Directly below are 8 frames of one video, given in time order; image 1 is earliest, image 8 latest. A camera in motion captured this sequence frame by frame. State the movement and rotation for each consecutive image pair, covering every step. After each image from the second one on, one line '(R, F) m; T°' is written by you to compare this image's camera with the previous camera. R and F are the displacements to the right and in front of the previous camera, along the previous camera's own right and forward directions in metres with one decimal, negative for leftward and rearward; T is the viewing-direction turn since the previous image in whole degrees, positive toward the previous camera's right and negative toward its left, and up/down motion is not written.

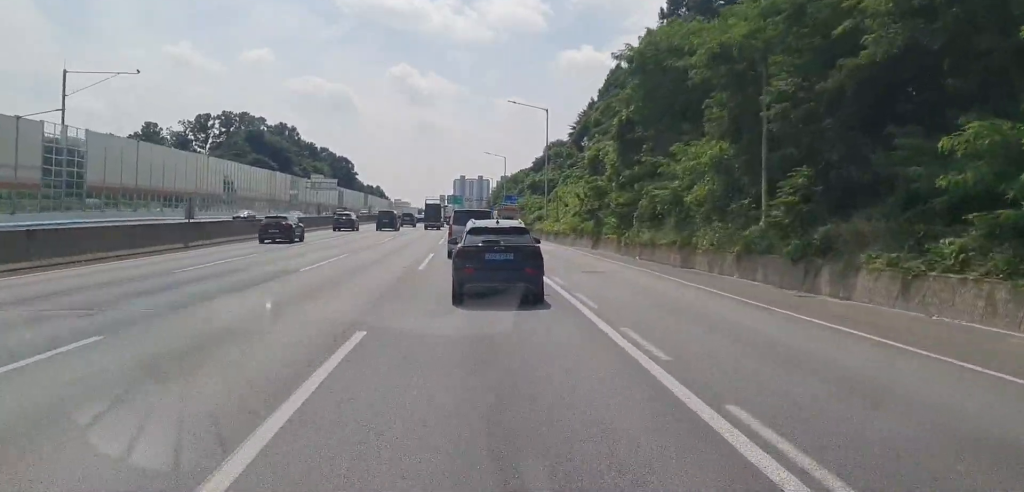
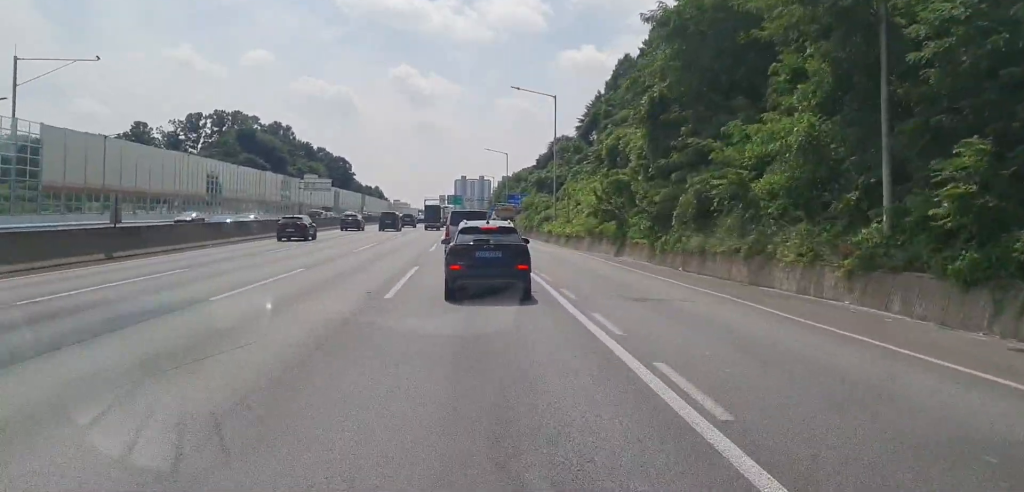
(0.0, +8.0) m; 0°
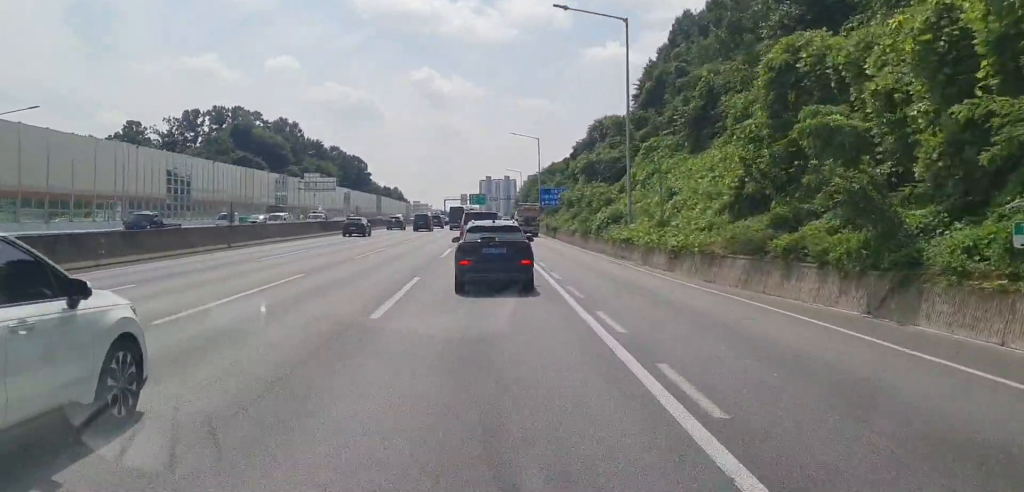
(0.0, +24.1) m; 0°
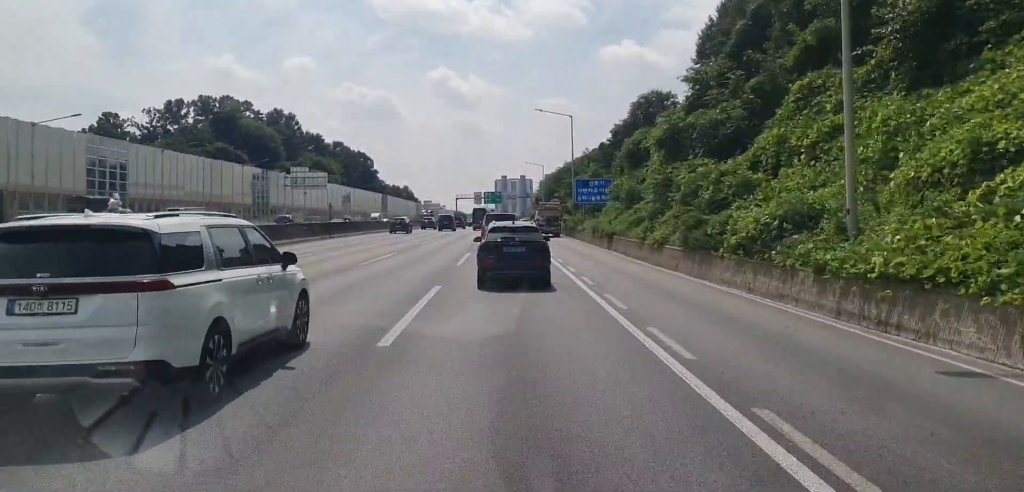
(-0.4, +22.2) m; -2°
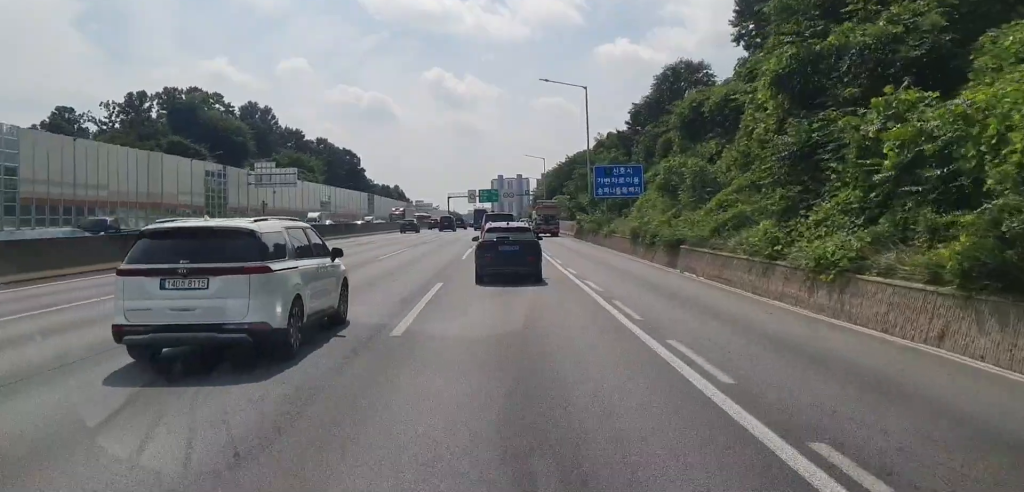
(-0.1, +16.8) m; +1°
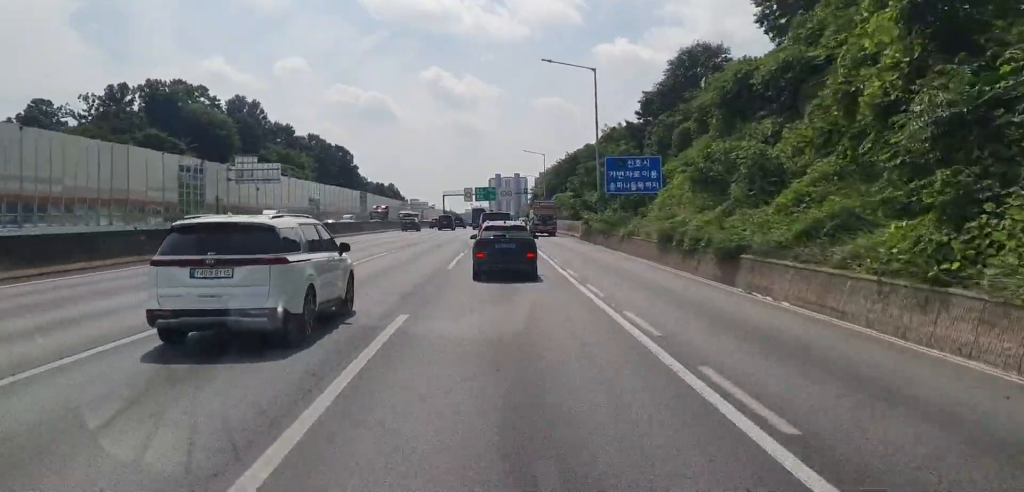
(0.0, +7.1) m; +1°
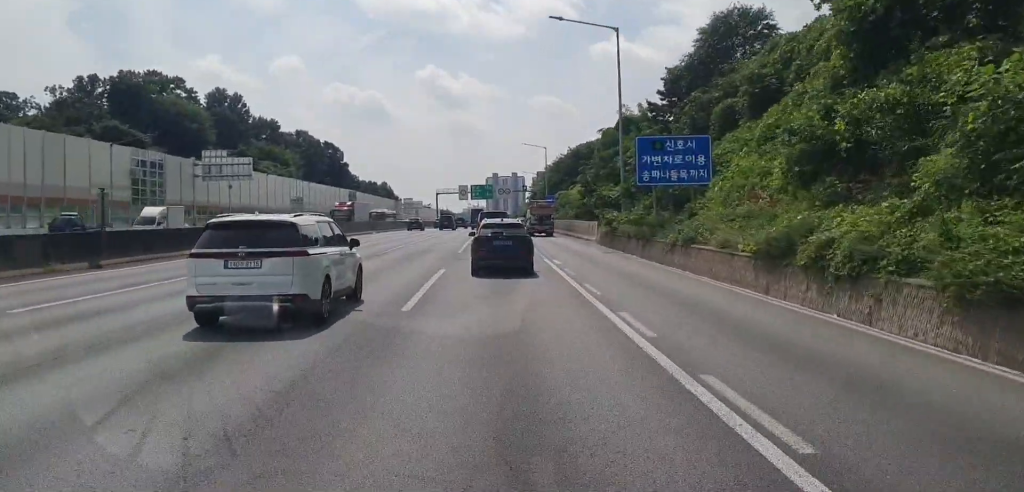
(+0.1, +11.2) m; +1°
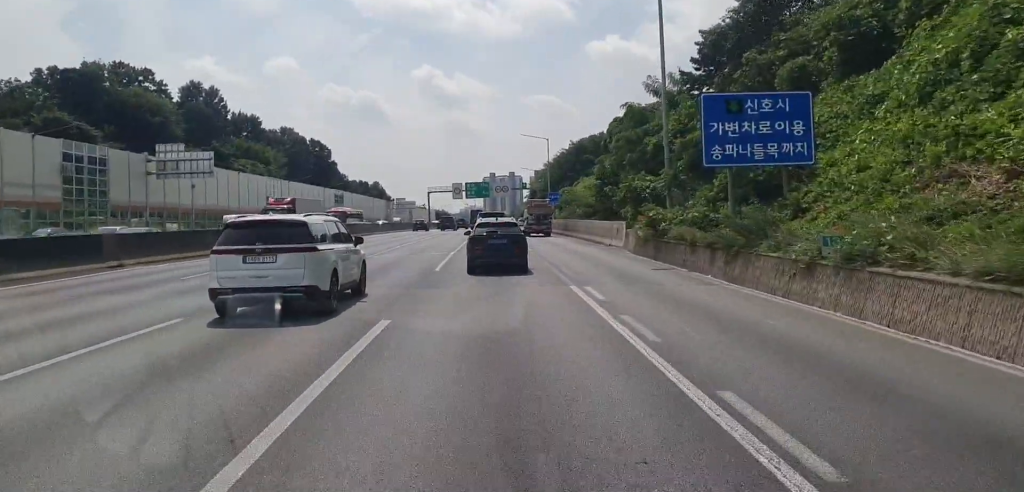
(0.0, +11.8) m; 0°
